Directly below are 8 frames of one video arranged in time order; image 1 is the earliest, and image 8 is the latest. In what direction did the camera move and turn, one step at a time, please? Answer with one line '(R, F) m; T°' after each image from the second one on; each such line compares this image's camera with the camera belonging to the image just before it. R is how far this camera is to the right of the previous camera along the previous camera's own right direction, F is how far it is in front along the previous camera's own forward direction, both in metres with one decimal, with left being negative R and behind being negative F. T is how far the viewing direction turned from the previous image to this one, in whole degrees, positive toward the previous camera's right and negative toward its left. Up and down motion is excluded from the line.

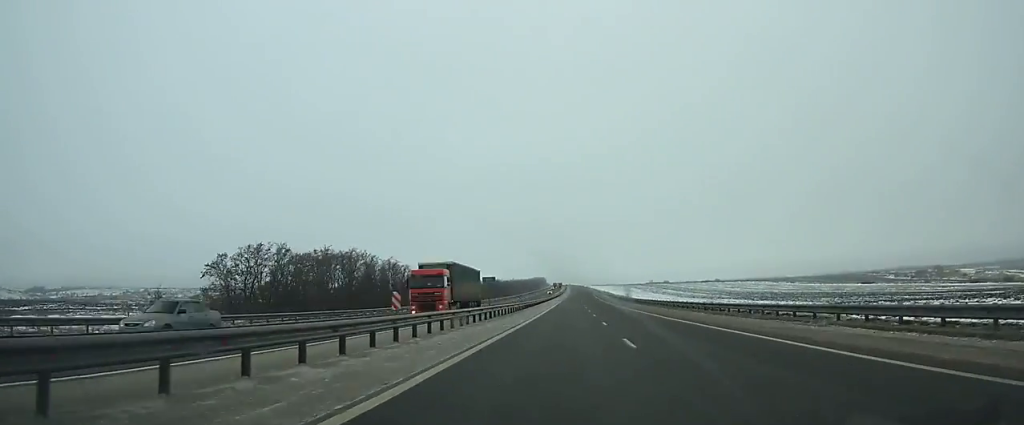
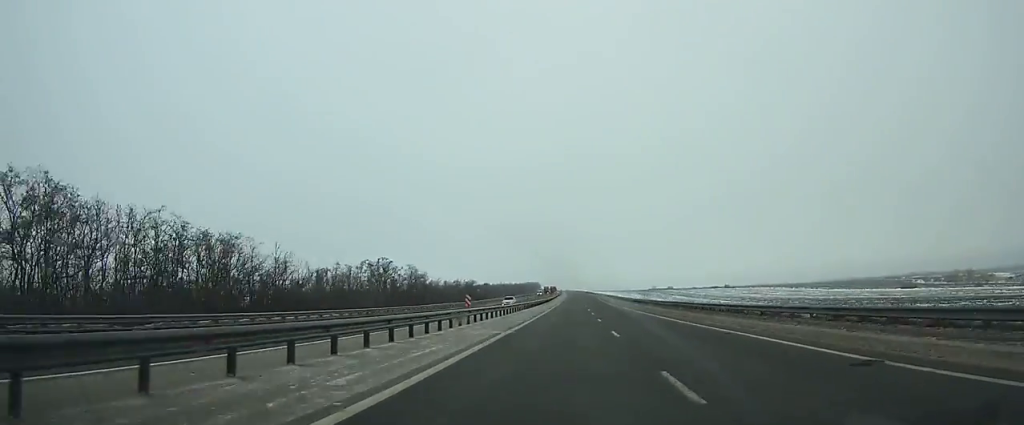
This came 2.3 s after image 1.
(+0.3, +65.7) m; 0°
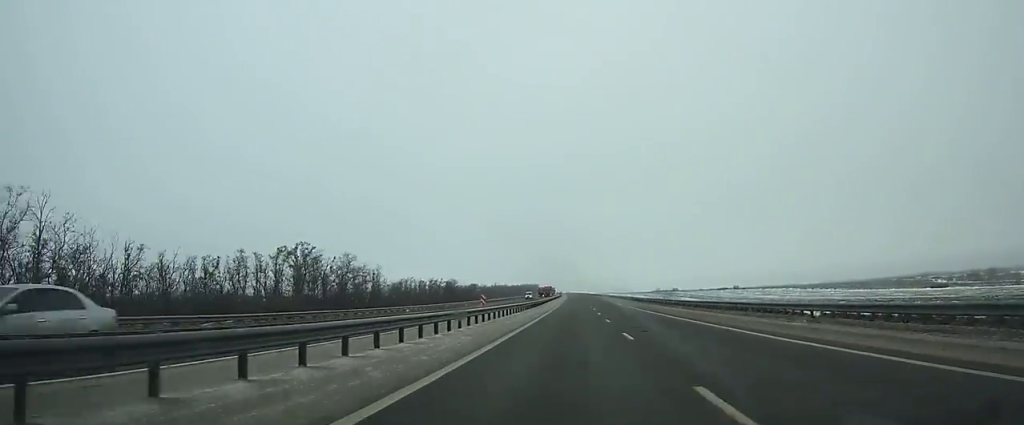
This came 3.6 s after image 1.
(0.0, +37.3) m; 0°
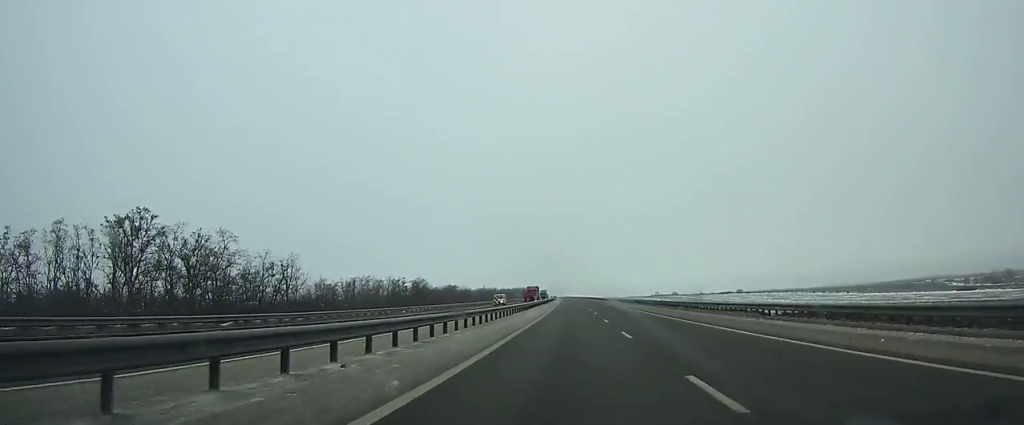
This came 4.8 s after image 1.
(+0.1, +34.5) m; 0°
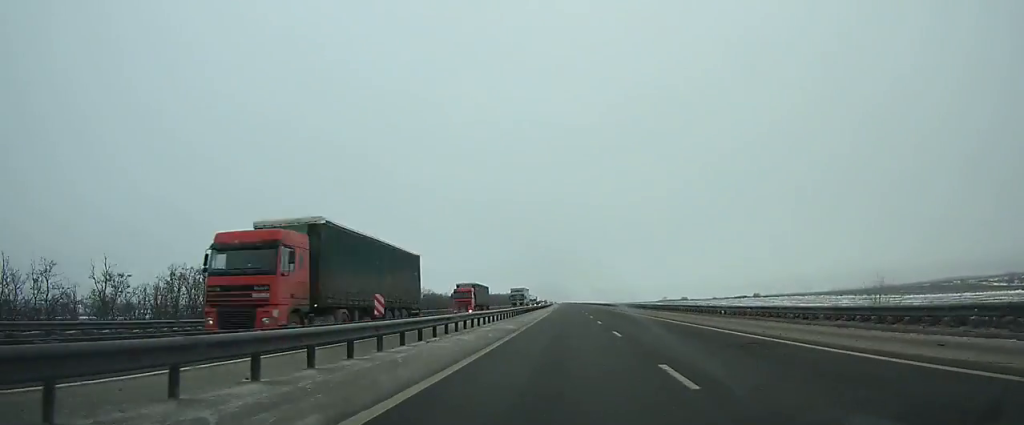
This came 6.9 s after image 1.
(+0.2, +60.6) m; 0°
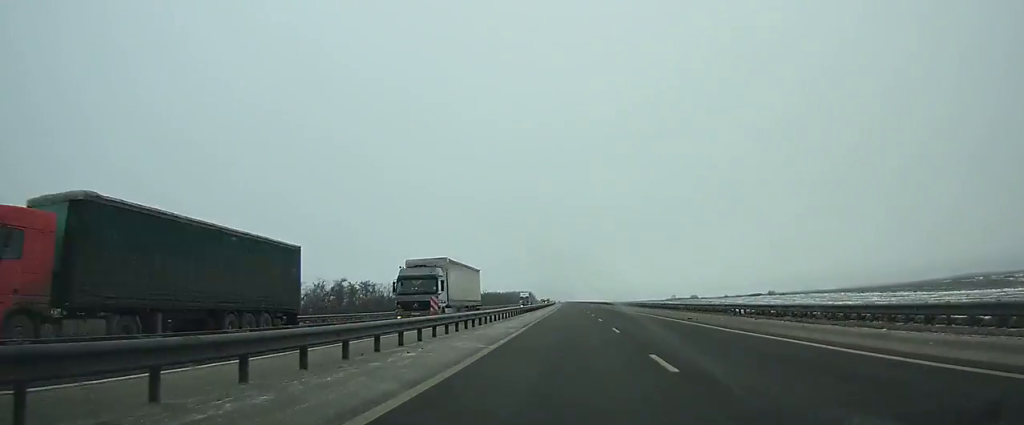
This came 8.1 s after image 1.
(-0.2, +35.0) m; 0°
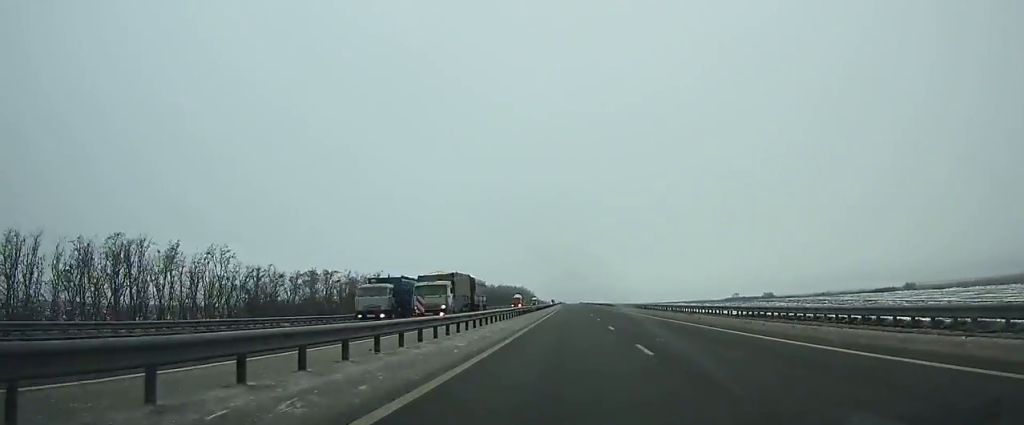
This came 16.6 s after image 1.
(-2.9, +254.1) m; -2°
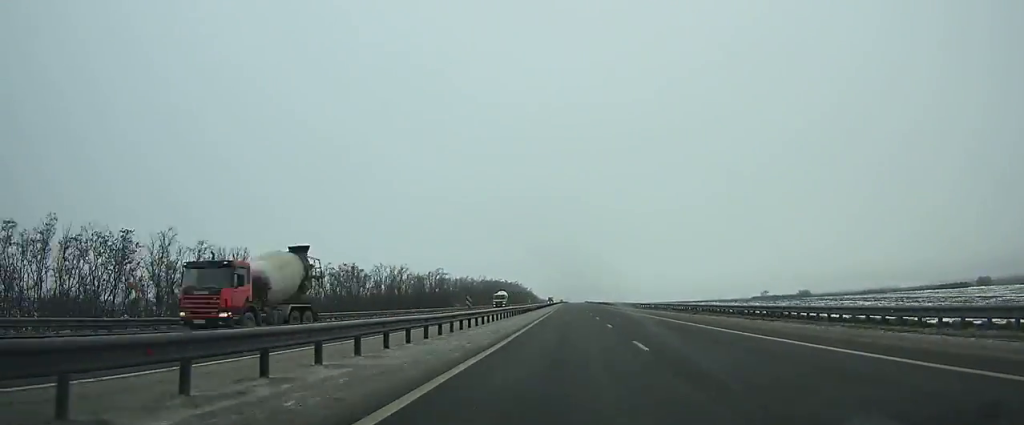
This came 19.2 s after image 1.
(-0.3, +76.1) m; 0°
